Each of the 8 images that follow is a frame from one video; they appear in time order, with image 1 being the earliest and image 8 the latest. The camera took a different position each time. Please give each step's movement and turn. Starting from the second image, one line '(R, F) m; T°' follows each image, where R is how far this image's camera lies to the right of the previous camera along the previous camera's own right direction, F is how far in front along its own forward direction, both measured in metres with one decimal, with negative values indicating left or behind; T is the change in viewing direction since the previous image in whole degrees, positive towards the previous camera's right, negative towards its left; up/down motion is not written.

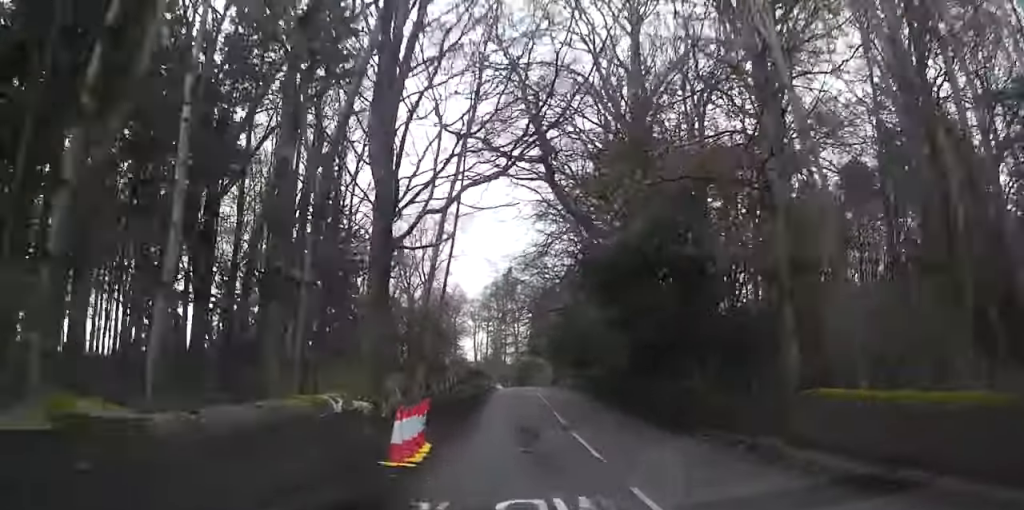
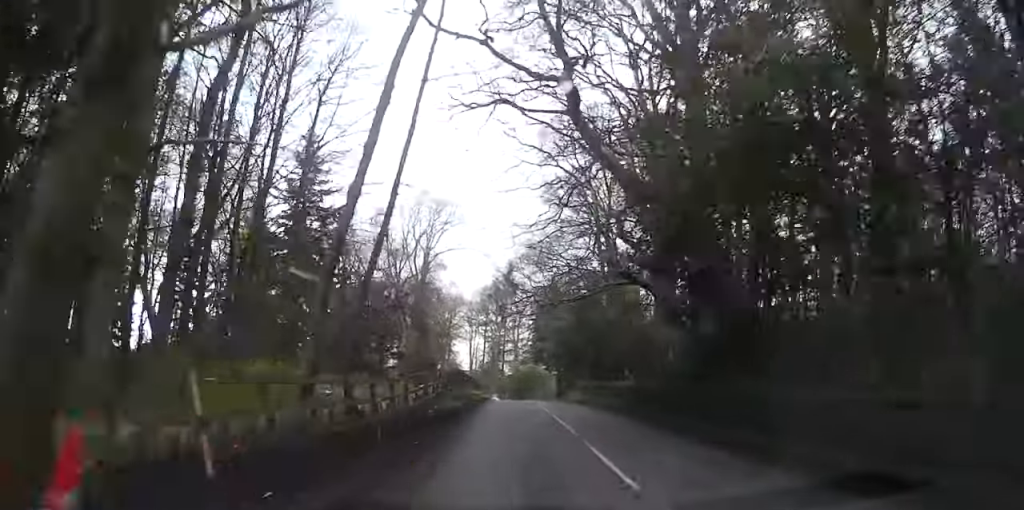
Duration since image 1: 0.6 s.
(-0.1, +11.8) m; -1°
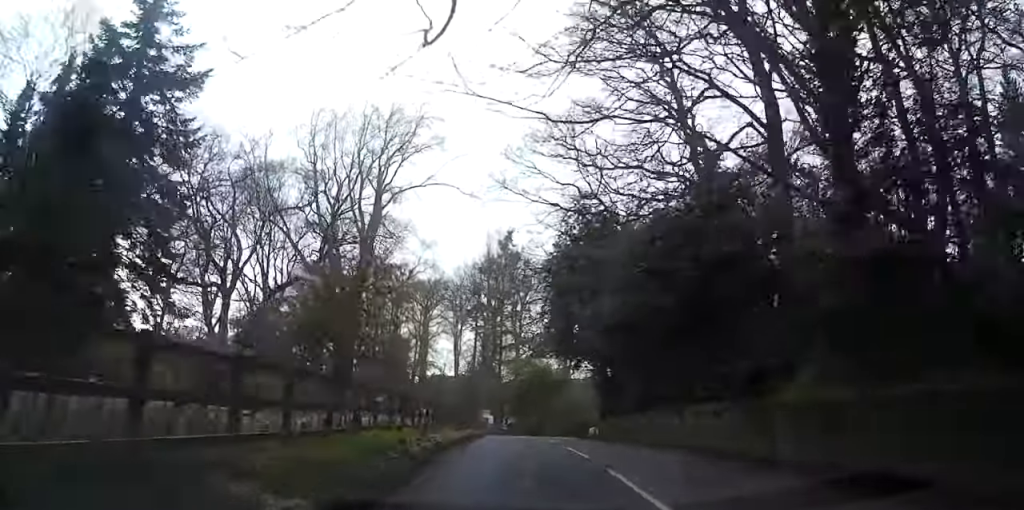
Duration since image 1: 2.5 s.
(0.0, +38.3) m; +3°
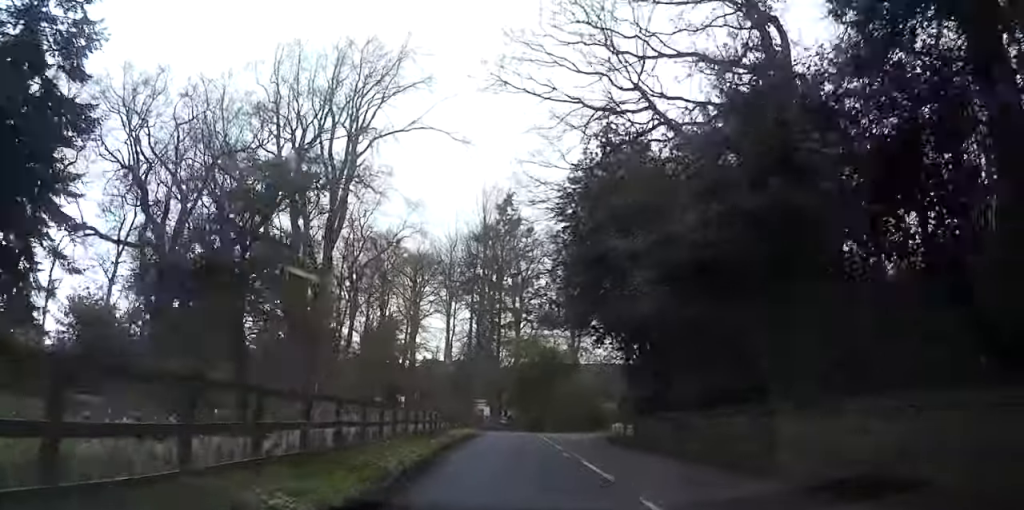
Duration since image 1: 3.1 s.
(+0.4, +11.5) m; +2°
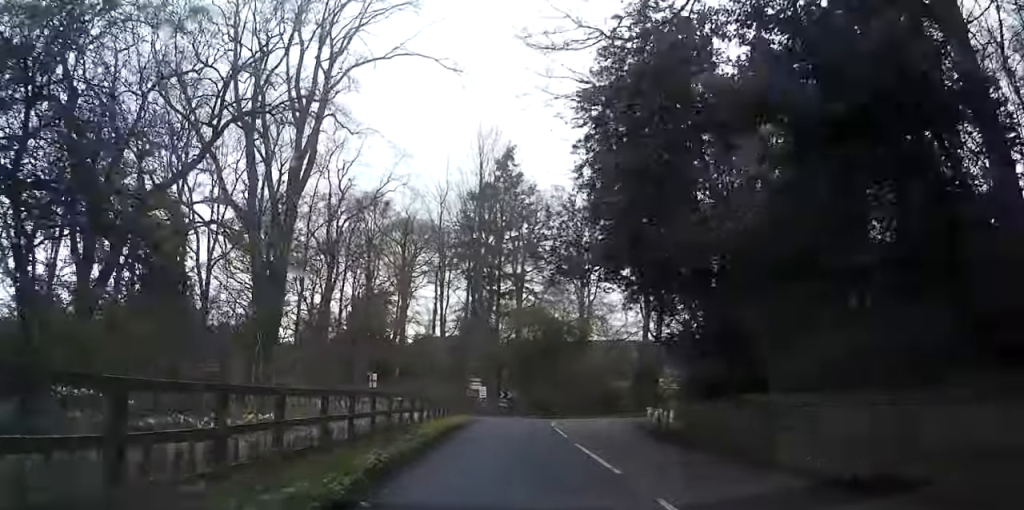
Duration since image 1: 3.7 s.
(+0.1, +9.4) m; 0°
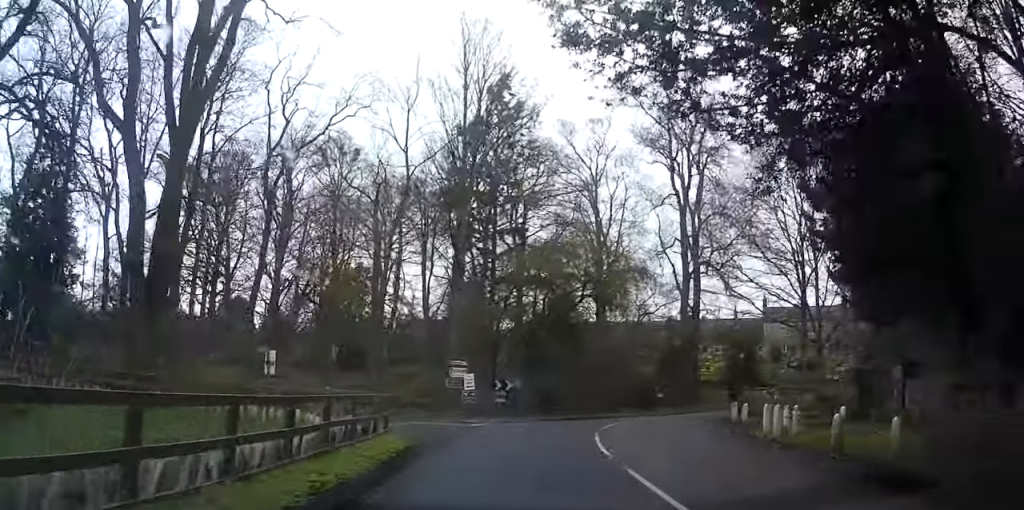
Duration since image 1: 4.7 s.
(0.0, +15.7) m; +1°
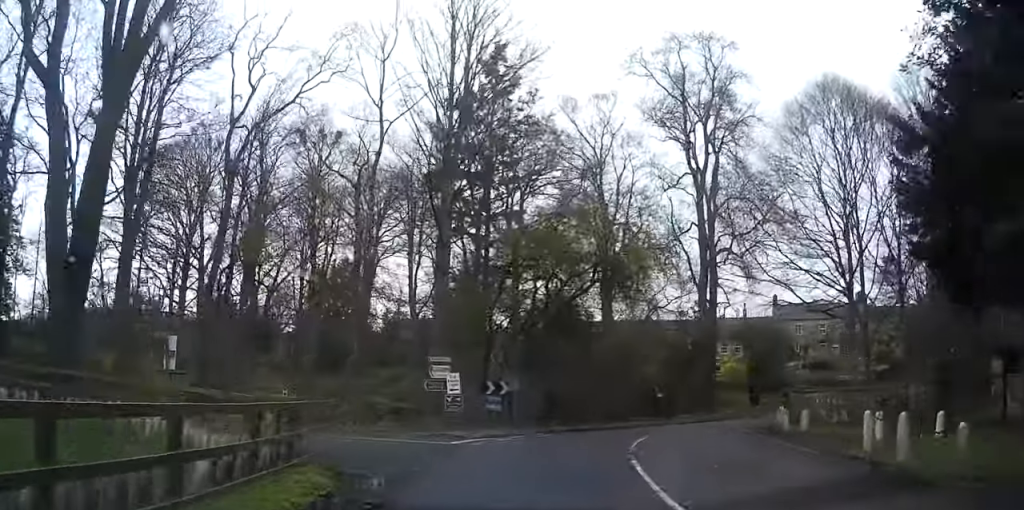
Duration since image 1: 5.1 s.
(-0.1, +6.4) m; +1°
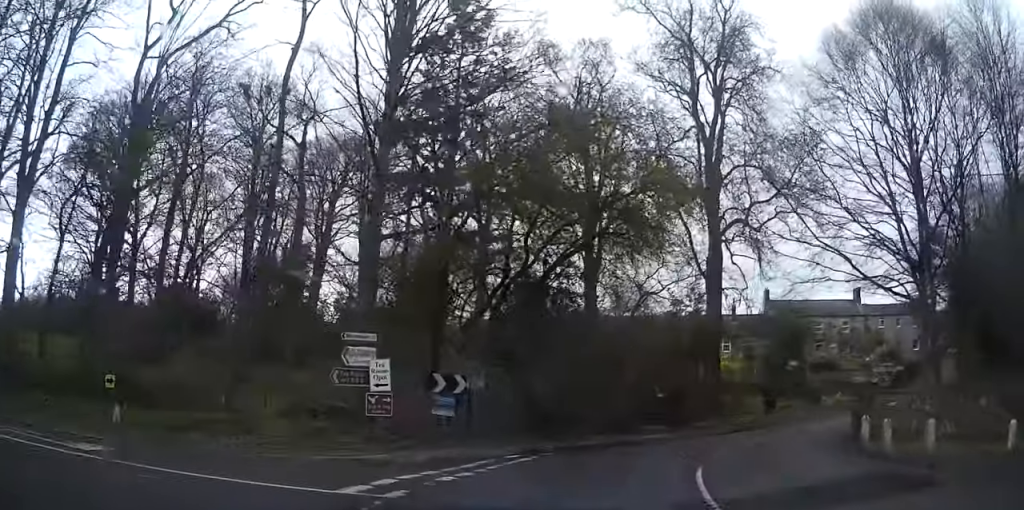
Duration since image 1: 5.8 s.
(+0.2, +9.0) m; +4°
